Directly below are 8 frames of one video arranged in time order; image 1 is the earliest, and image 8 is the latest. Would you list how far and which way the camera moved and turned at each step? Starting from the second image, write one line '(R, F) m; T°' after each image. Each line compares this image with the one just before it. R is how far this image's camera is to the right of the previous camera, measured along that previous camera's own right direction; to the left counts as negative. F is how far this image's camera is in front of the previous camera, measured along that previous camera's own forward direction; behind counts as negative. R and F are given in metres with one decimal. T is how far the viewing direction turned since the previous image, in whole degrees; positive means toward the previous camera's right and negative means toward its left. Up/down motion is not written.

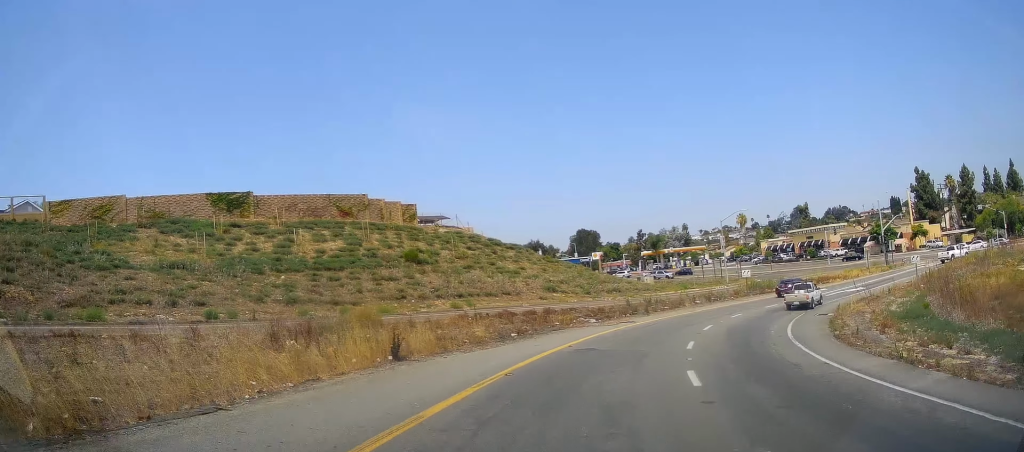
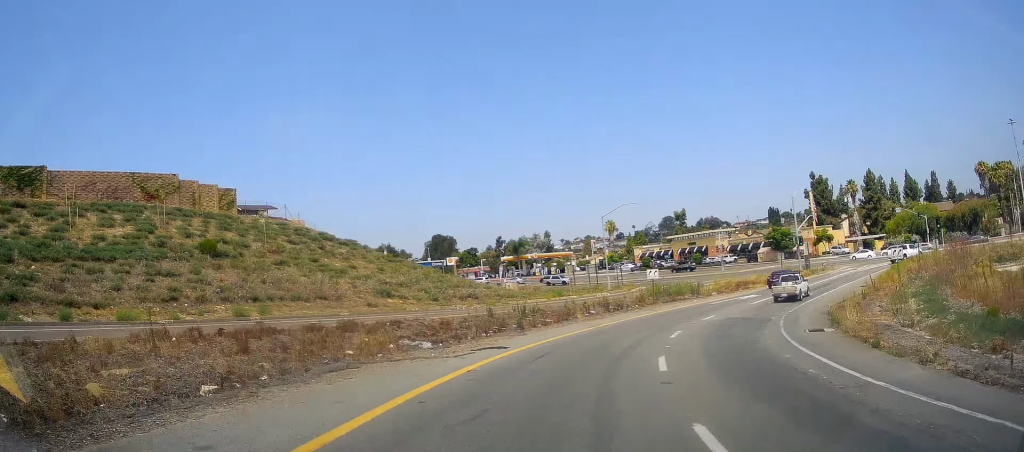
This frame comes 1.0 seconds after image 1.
(+2.2, +12.7) m; +13°
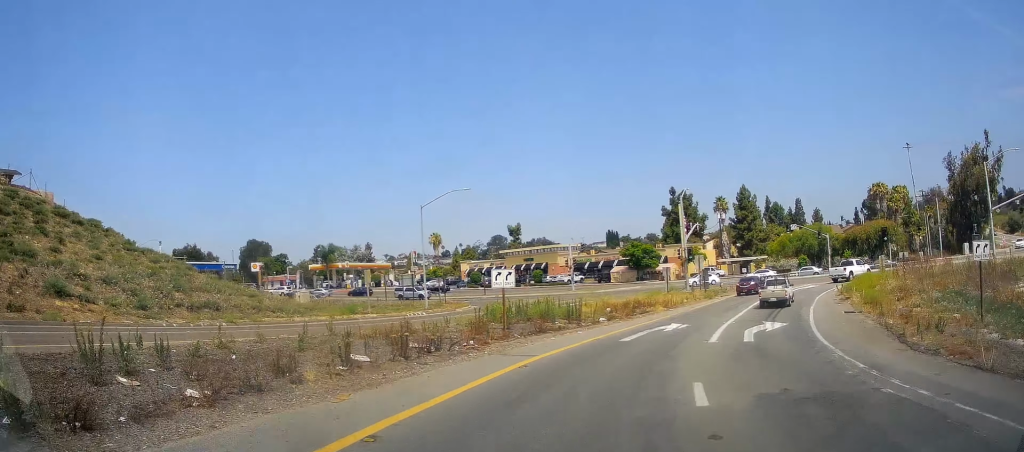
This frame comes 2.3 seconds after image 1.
(+1.4, +17.4) m; +16°
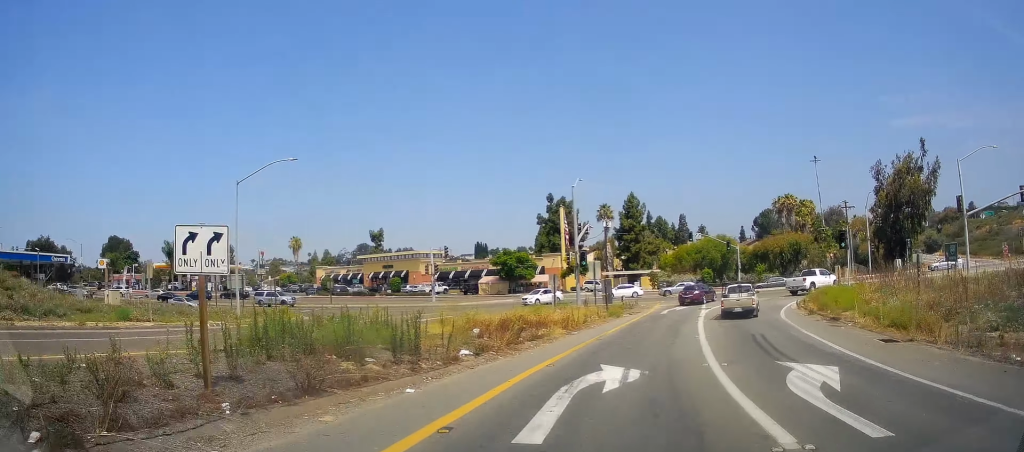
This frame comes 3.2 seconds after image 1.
(+2.3, +10.7) m; +8°
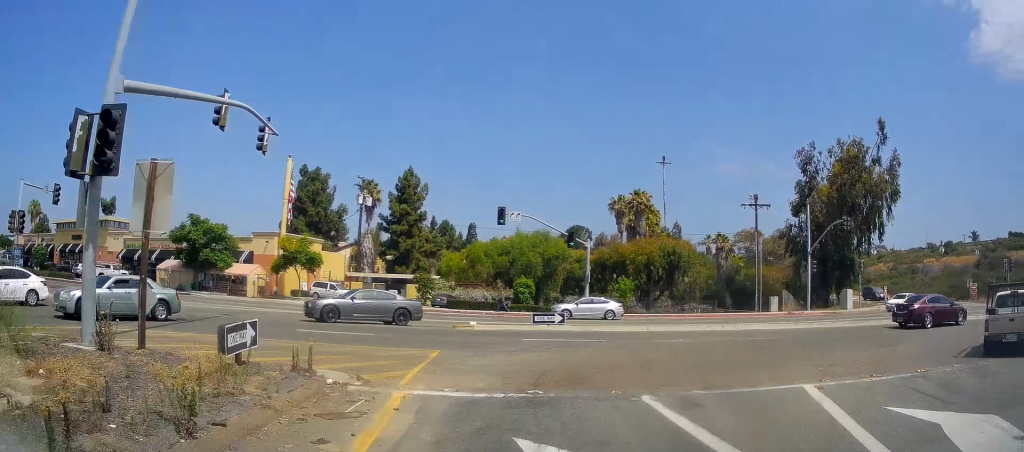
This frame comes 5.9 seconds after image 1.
(+5.7, +30.8) m; +20°
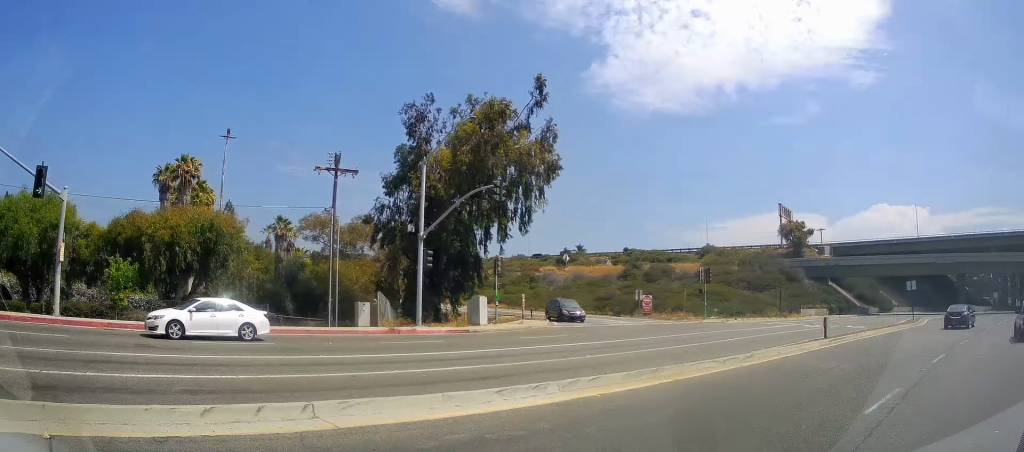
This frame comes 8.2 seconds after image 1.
(+3.6, +22.5) m; +34°
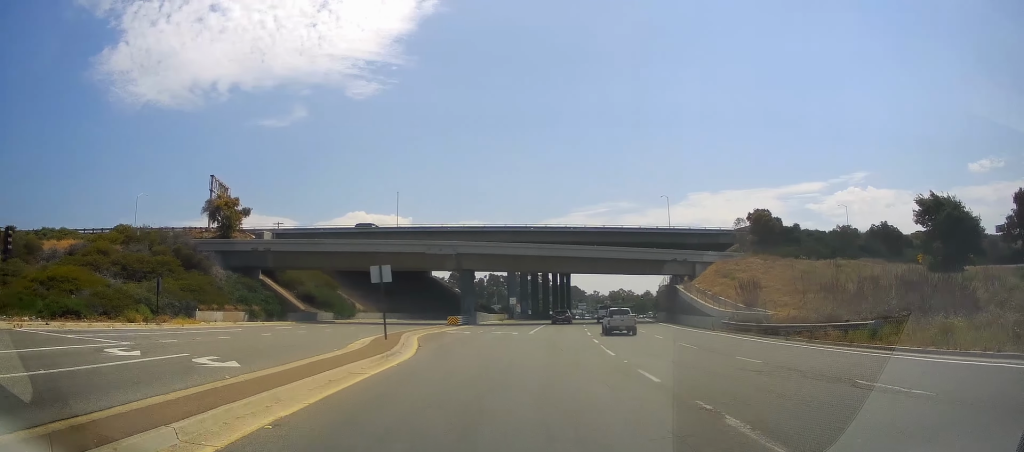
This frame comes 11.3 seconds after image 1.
(+18.6, +25.4) m; +55°
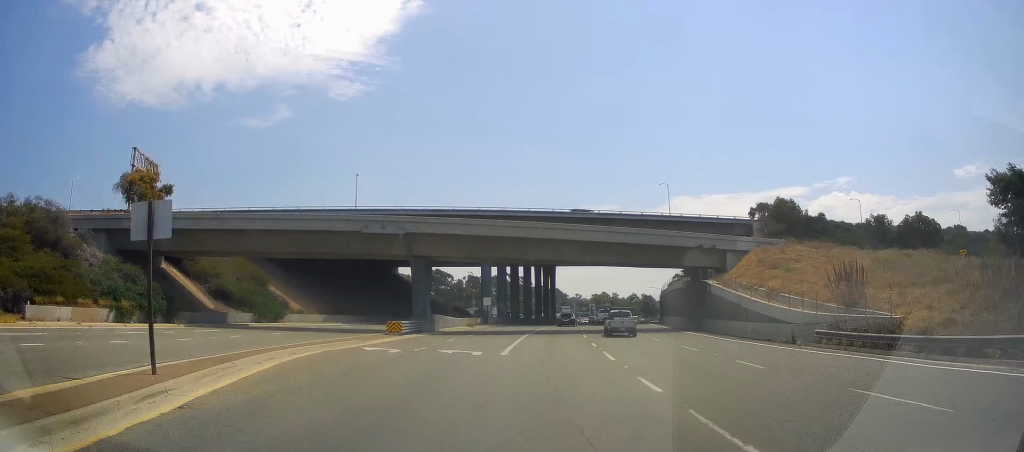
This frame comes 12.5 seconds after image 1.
(+2.7, +16.3) m; +10°
